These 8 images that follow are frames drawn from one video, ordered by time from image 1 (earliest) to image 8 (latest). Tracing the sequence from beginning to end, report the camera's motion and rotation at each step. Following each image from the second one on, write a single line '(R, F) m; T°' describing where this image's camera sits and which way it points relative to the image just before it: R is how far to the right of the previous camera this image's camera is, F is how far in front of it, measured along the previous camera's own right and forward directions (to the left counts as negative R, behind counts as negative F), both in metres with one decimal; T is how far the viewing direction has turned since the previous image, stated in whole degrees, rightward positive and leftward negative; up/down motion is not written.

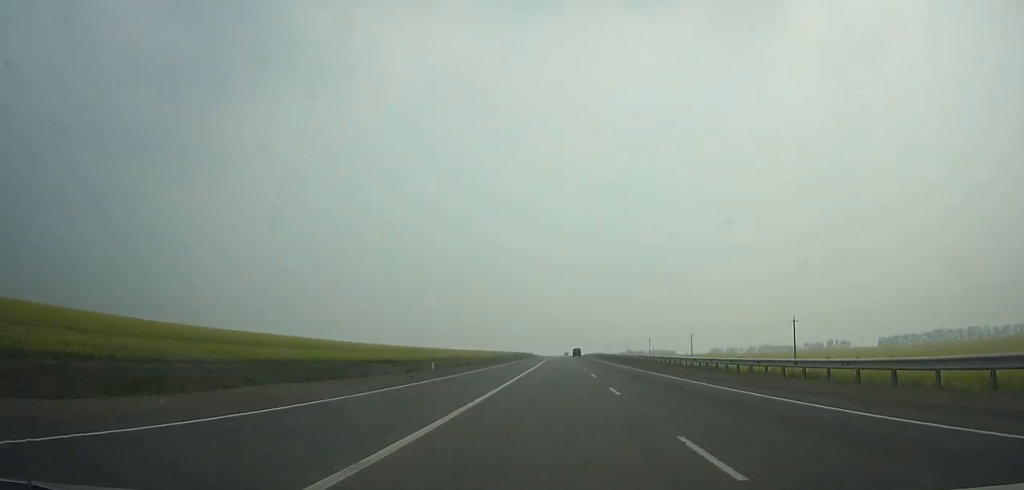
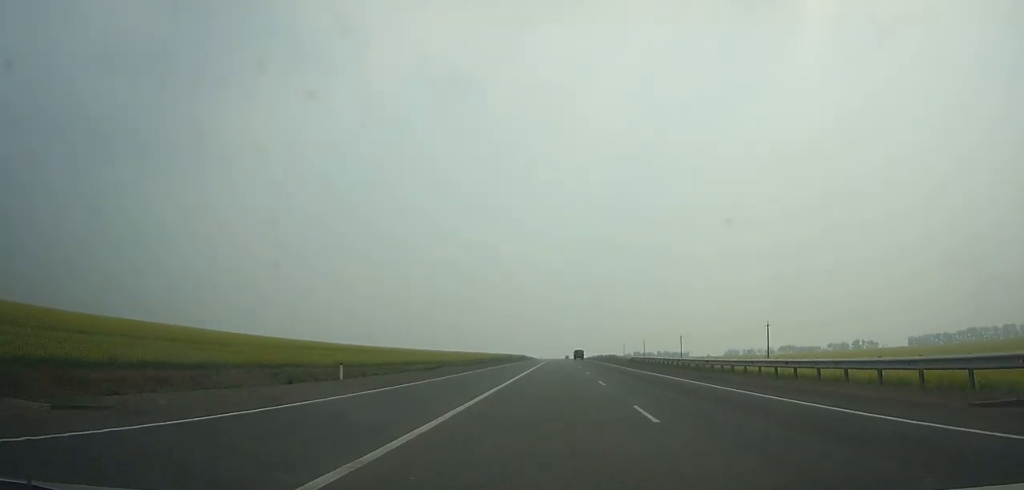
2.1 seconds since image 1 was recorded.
(-0.1, +70.0) m; 0°
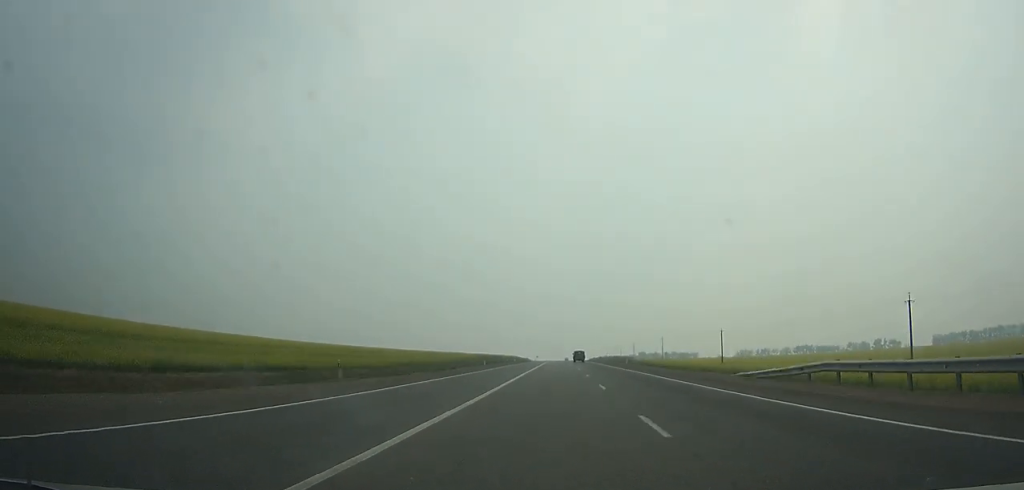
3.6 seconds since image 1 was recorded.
(0.0, +49.8) m; 0°
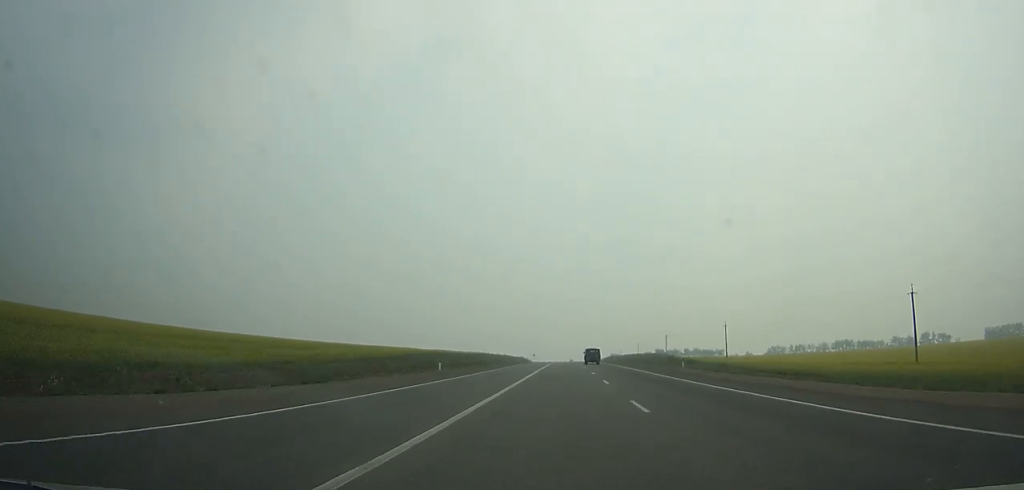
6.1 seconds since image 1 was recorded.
(-0.1, +82.0) m; 0°
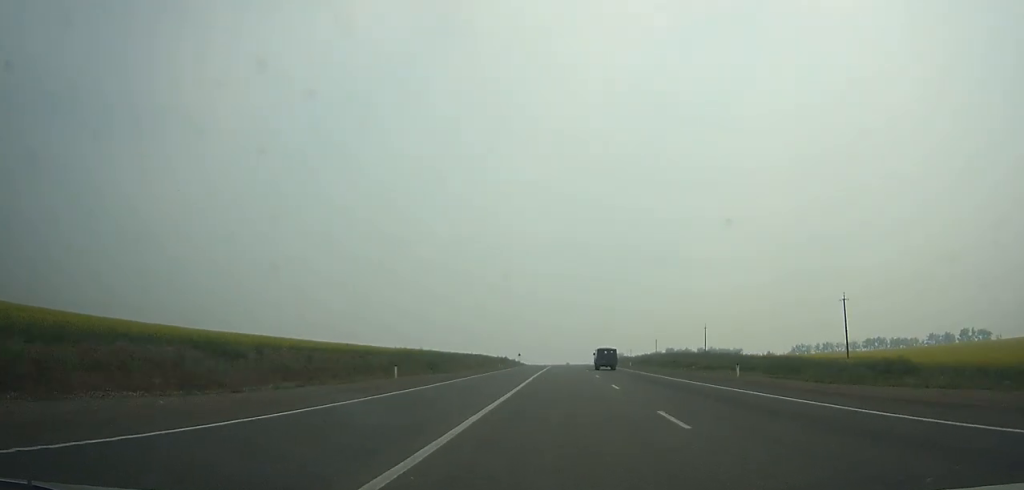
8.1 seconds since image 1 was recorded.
(0.0, +64.8) m; 0°
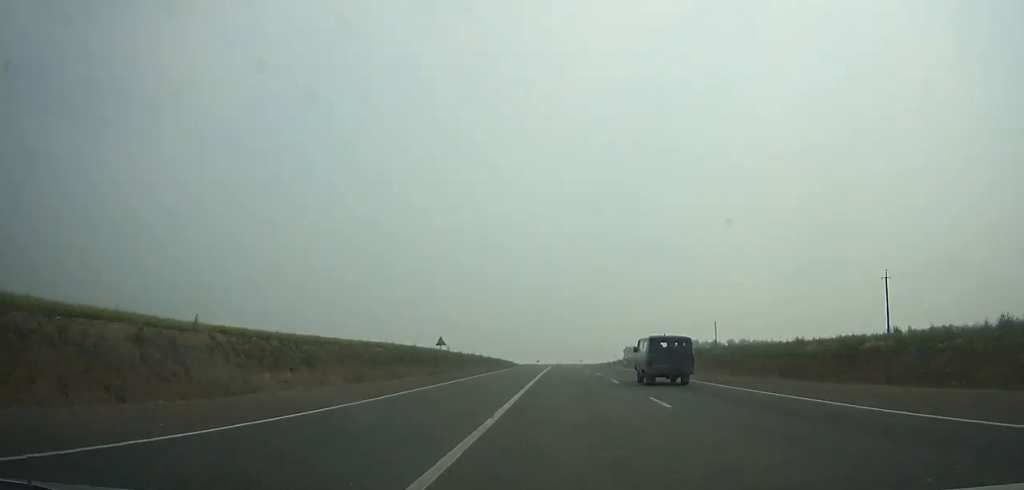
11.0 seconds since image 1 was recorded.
(+0.1, +93.1) m; 0°
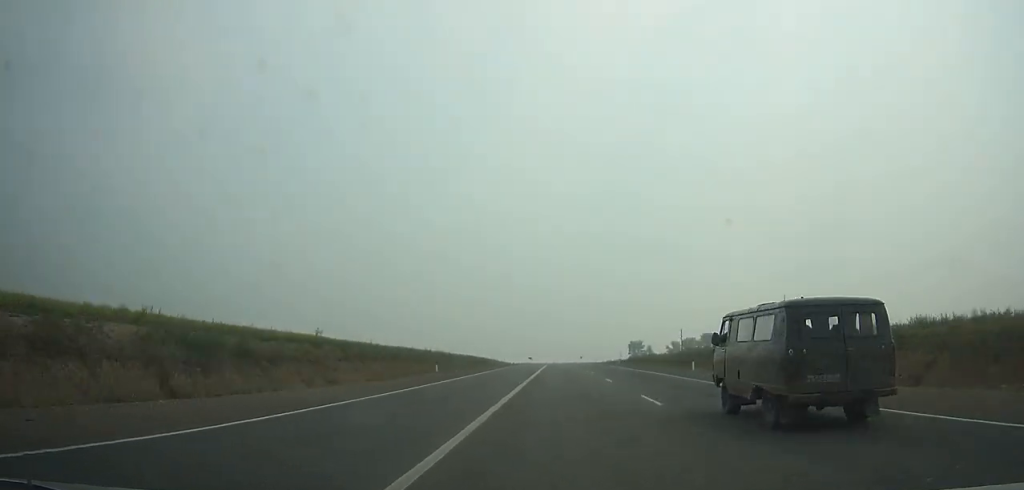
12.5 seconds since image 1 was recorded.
(+0.1, +47.8) m; 0°
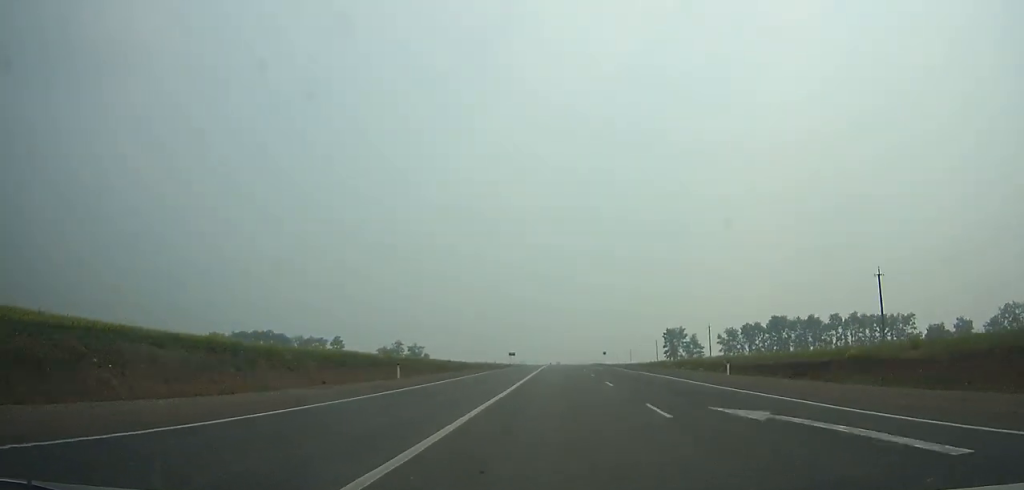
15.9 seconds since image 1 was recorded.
(0.0, +107.7) m; 0°
